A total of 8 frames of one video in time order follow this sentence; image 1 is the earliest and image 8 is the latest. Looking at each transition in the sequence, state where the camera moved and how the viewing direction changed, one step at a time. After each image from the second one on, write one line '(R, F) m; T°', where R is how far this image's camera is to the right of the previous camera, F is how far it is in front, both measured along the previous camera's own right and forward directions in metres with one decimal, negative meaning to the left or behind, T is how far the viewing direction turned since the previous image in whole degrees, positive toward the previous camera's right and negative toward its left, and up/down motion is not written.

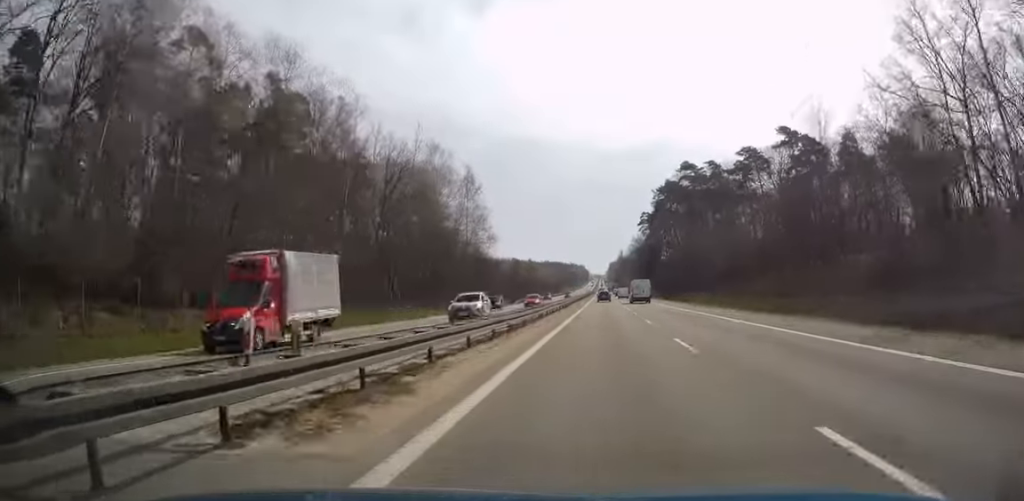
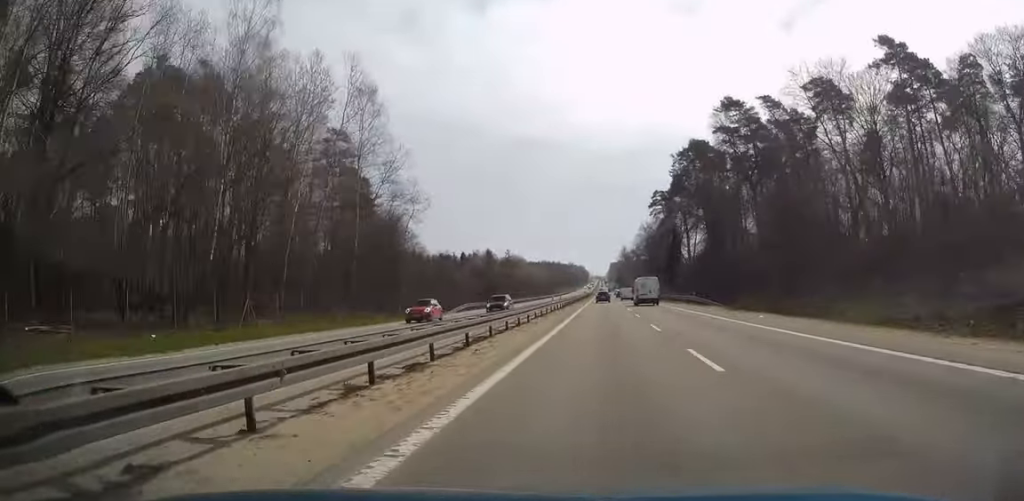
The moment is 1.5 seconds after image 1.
(+0.1, +51.5) m; 0°
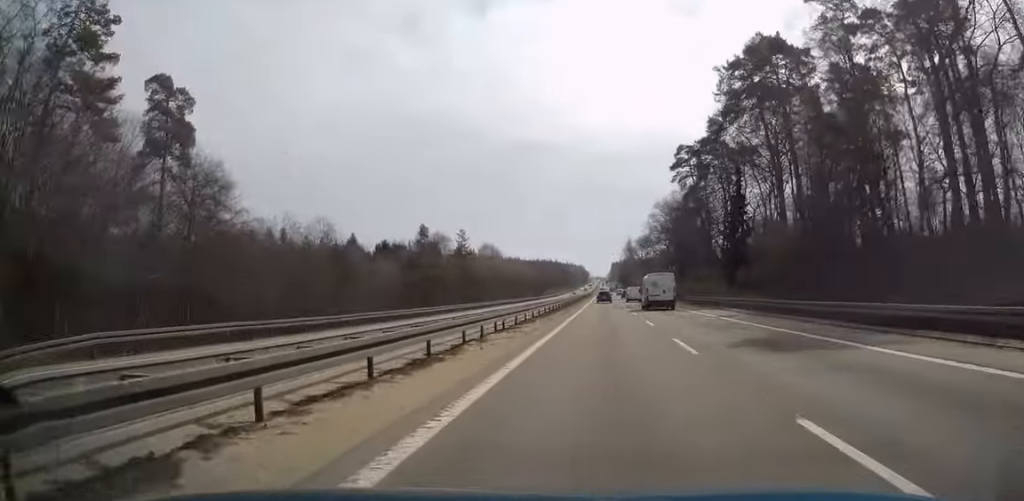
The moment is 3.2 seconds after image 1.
(0.0, +56.0) m; 0°
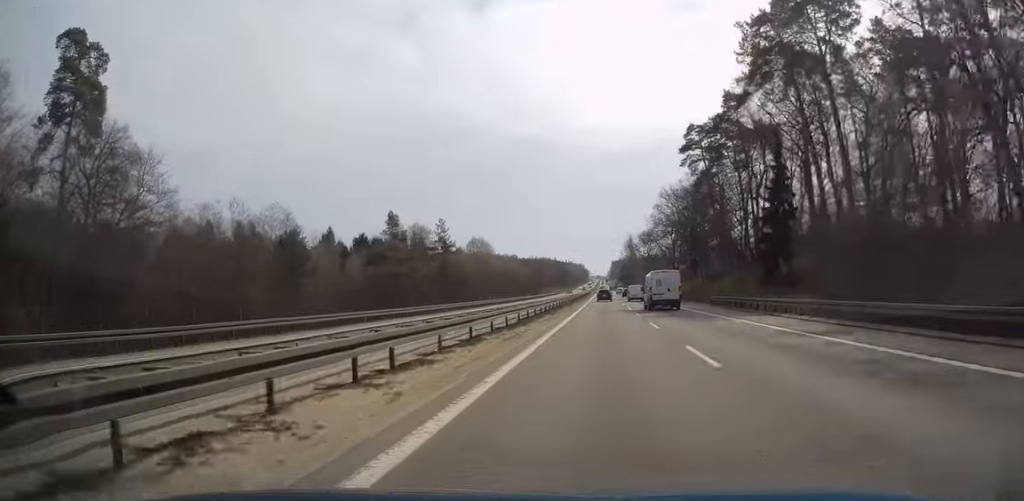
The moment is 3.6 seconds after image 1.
(0.0, +14.5) m; 0°
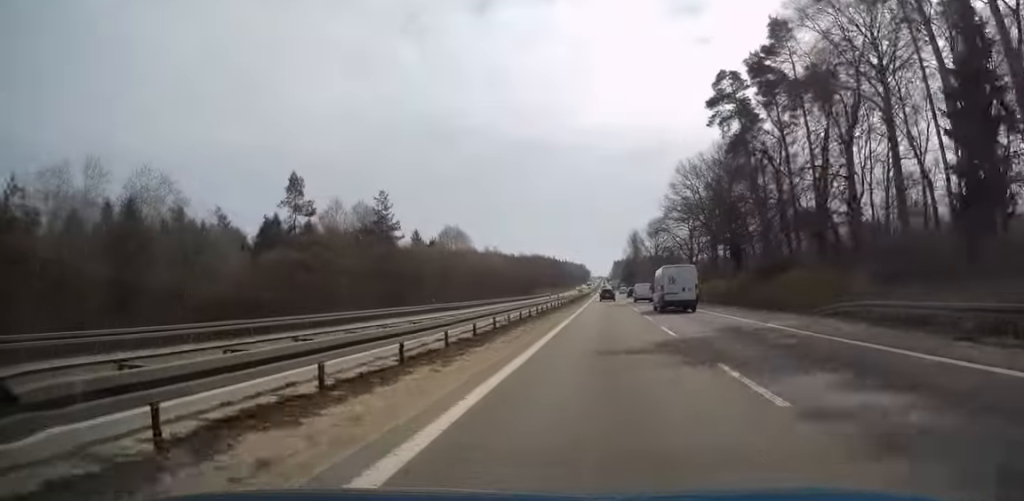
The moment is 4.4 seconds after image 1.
(0.0, +27.3) m; 0°
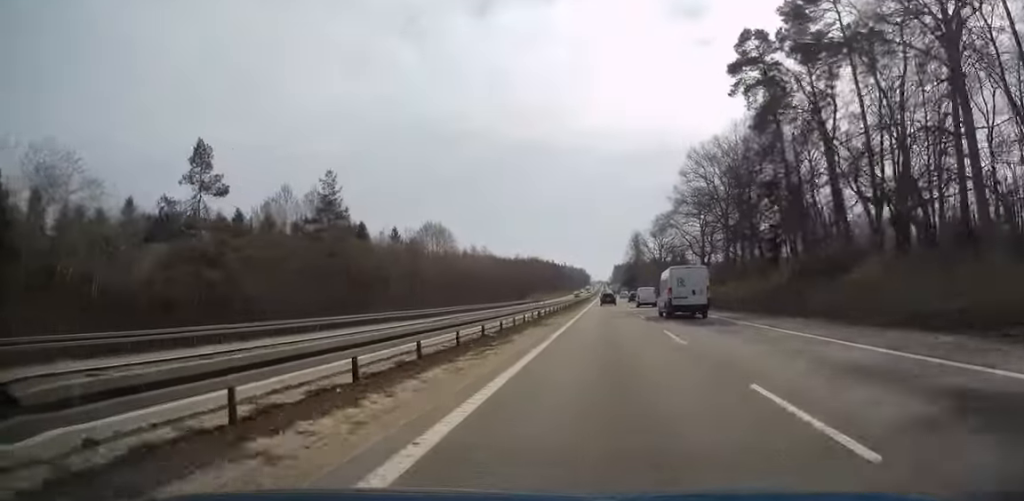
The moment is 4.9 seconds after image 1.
(-0.1, +14.4) m; 0°
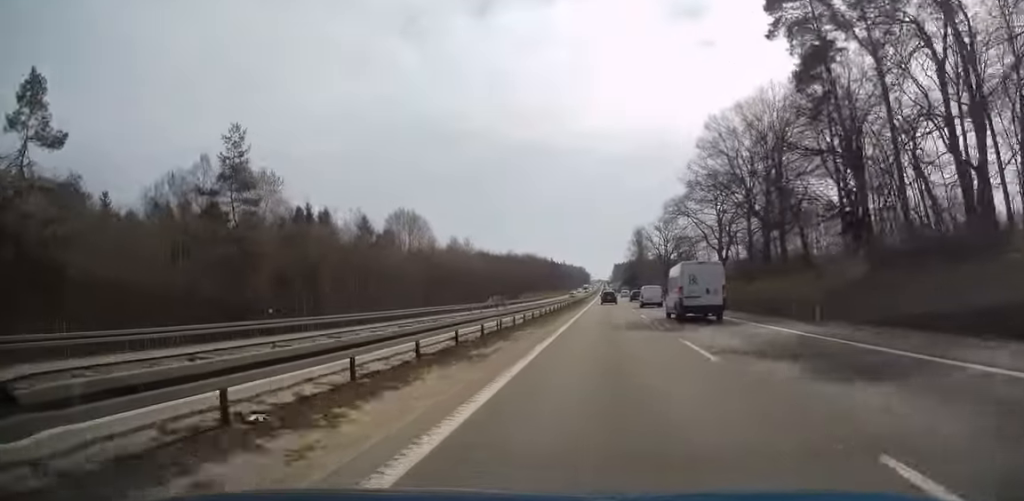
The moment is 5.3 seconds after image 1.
(-0.1, +16.1) m; 0°
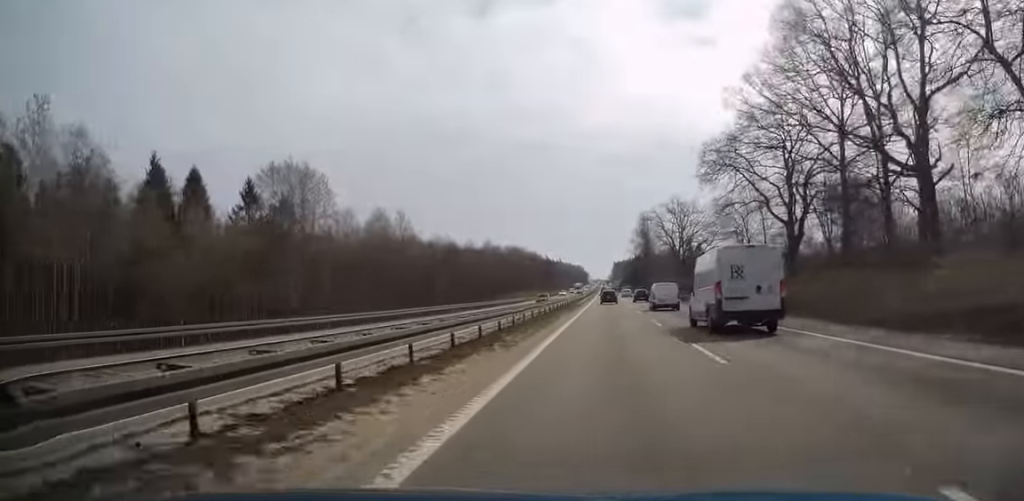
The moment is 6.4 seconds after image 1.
(+0.3, +36.6) m; 0°
